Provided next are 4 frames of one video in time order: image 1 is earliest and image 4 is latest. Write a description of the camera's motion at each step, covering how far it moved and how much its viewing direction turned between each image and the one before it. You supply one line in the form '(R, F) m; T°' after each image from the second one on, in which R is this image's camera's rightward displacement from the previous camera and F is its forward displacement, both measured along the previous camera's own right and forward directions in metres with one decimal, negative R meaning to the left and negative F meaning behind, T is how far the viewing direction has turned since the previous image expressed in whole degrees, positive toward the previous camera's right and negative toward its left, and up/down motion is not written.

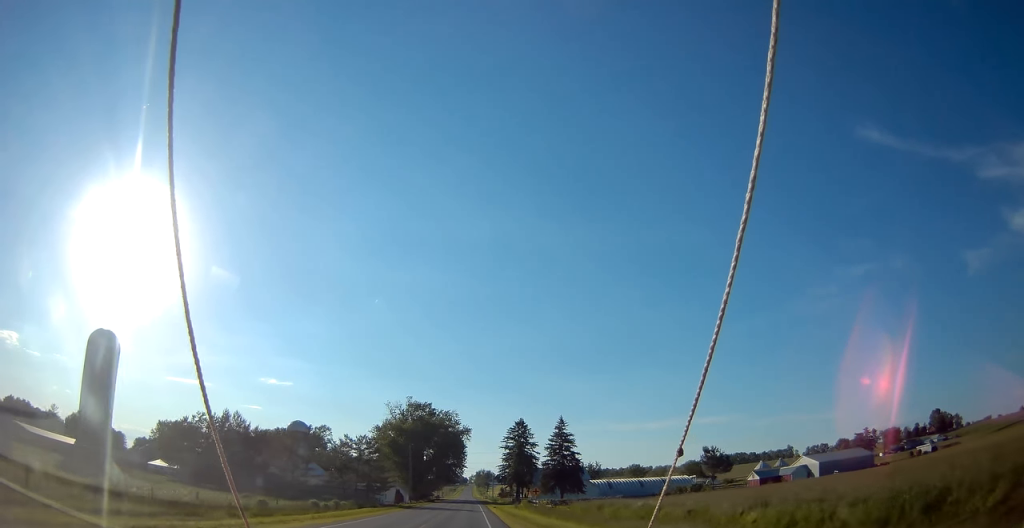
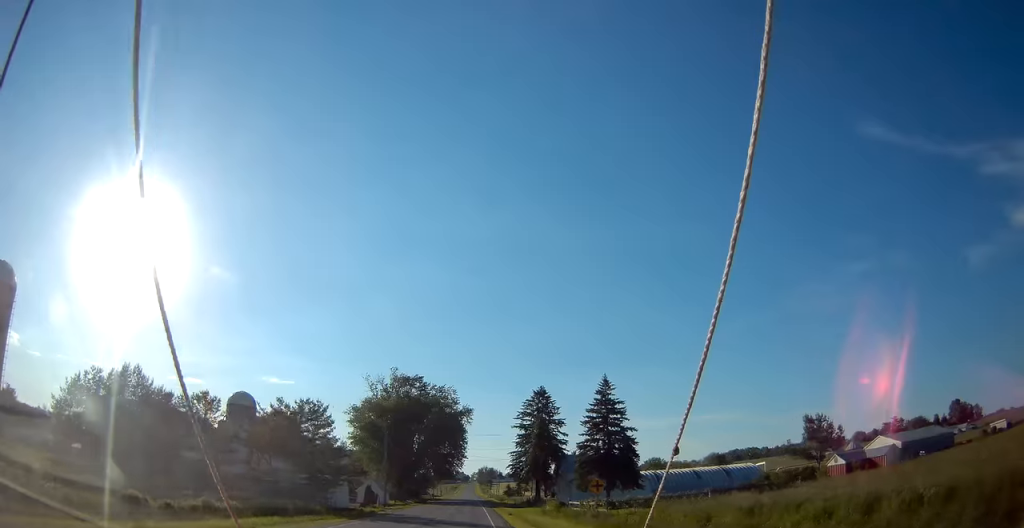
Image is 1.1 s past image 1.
(-0.1, +28.5) m; -1°
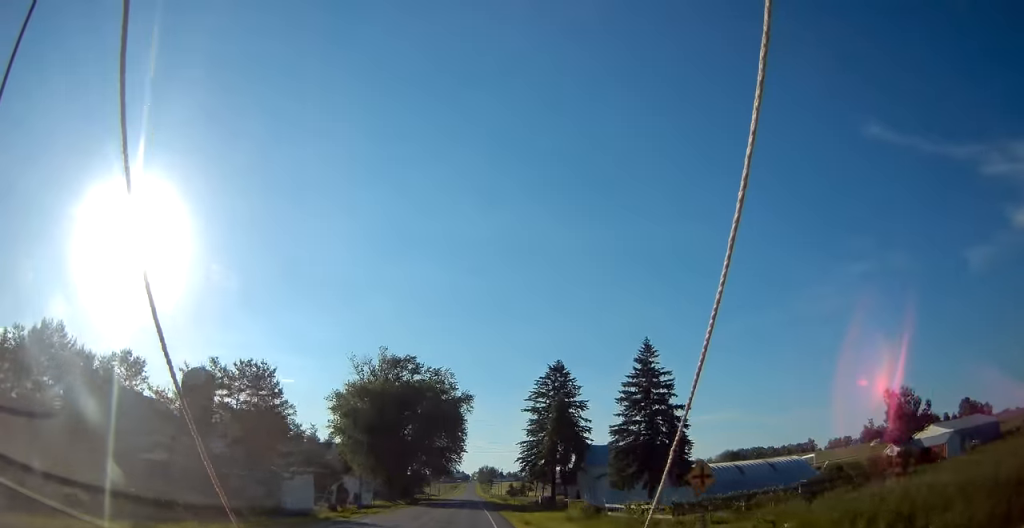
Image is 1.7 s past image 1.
(-0.2, +14.3) m; 0°
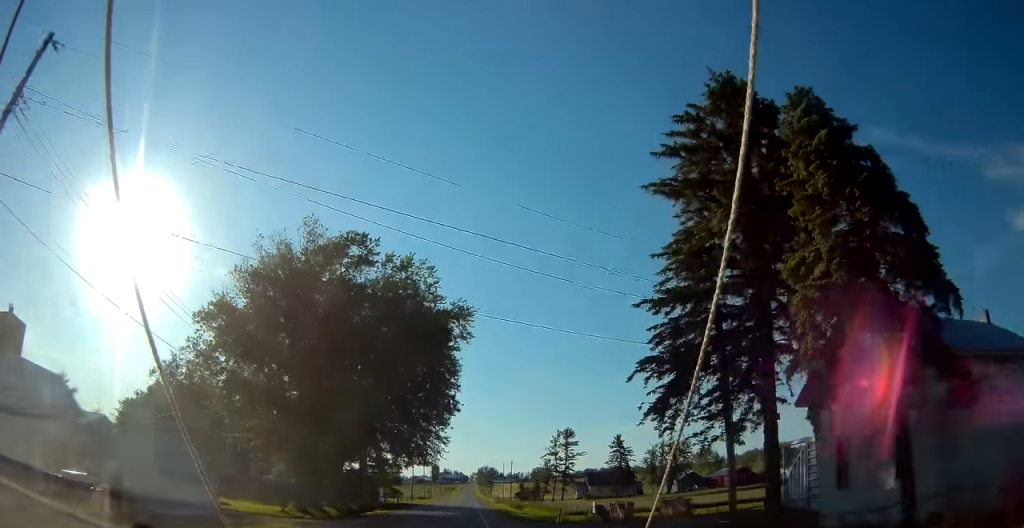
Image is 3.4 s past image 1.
(-0.2, +43.5) m; 0°
